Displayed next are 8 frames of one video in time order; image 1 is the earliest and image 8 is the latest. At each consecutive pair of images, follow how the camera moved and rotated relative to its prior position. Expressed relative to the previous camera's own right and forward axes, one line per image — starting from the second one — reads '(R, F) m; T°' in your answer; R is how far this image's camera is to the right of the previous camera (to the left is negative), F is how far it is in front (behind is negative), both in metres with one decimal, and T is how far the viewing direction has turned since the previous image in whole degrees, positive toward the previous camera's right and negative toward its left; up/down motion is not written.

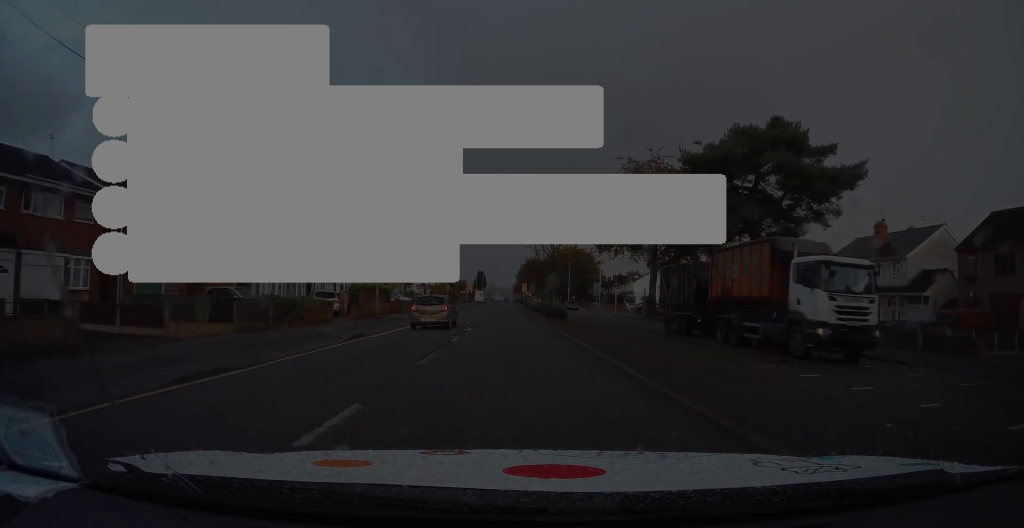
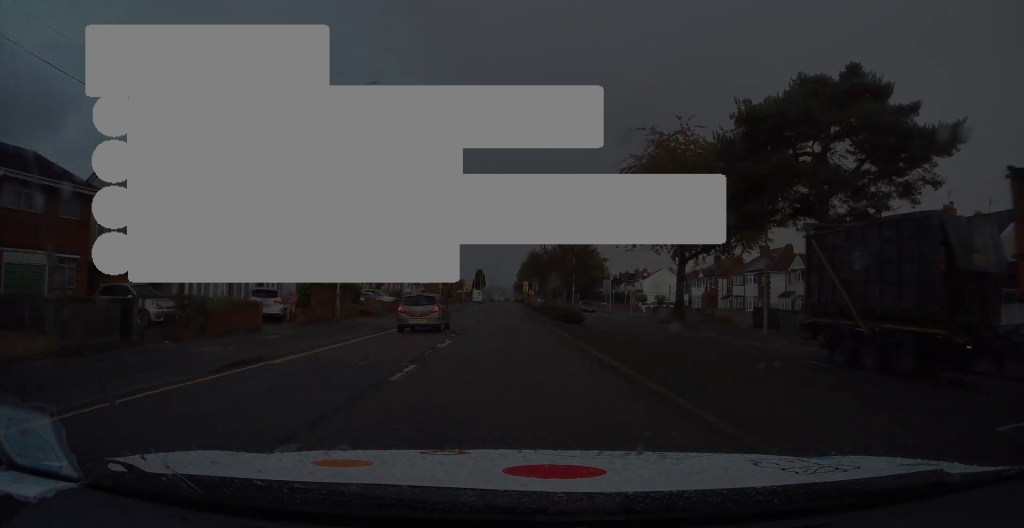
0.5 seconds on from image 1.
(0.0, +8.1) m; 0°
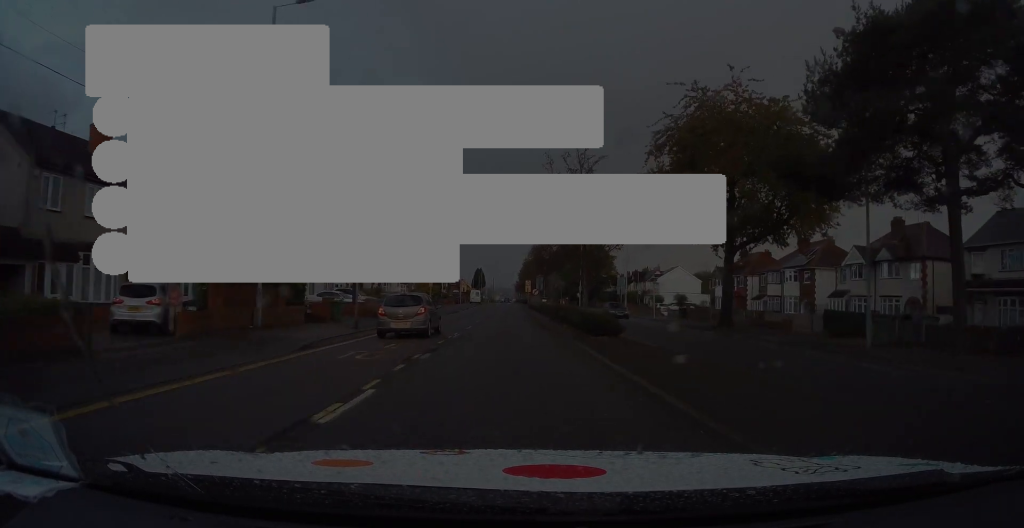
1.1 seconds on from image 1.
(0.0, +9.2) m; 0°
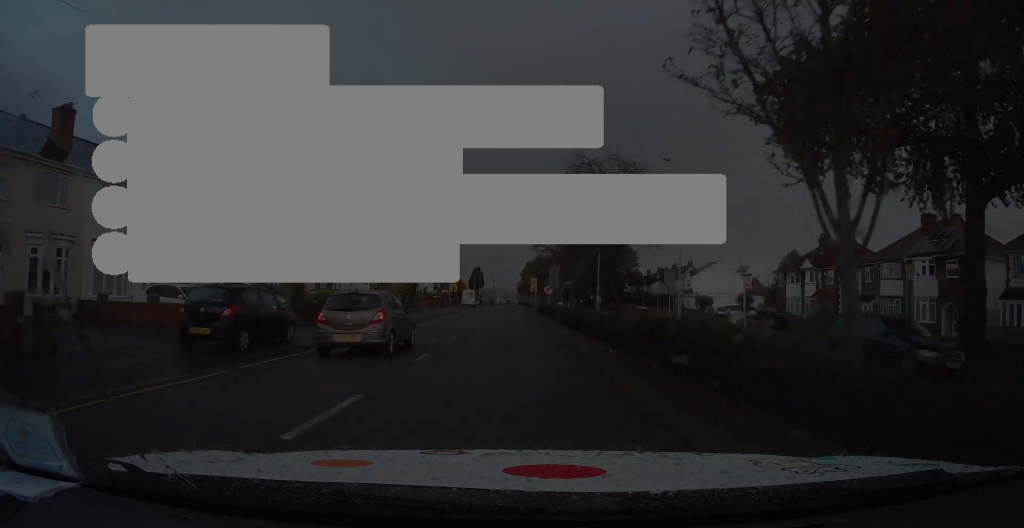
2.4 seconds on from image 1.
(0.0, +18.8) m; +1°
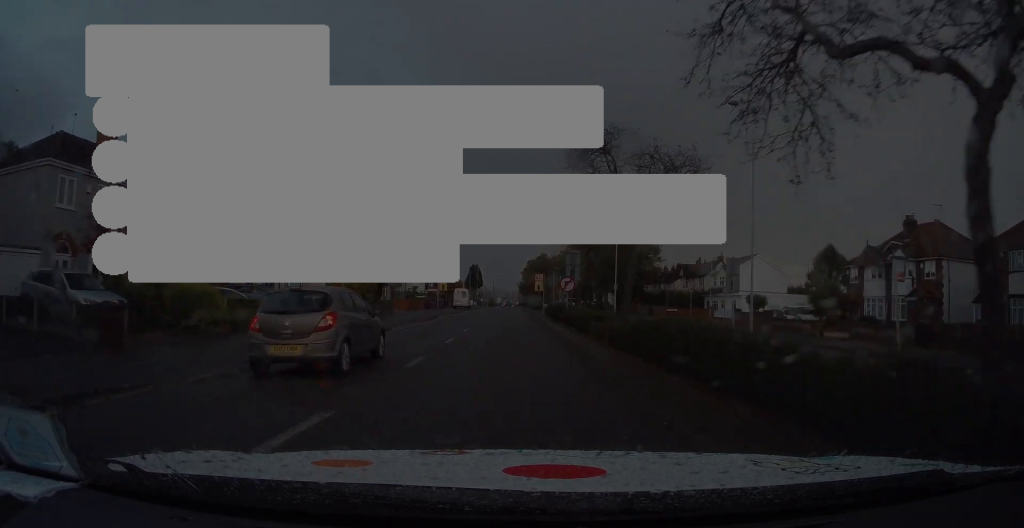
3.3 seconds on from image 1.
(+0.2, +12.3) m; 0°
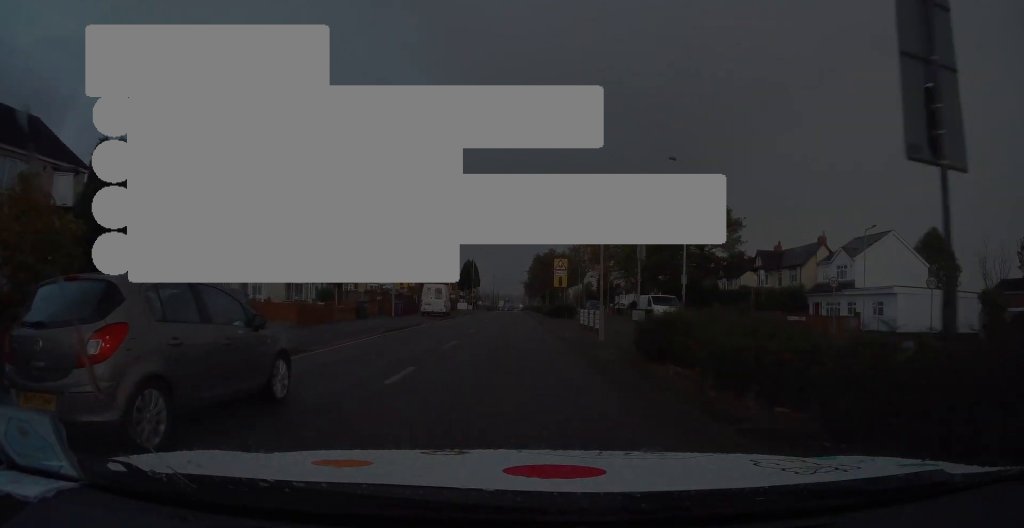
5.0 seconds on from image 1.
(-0.2, +25.3) m; 0°
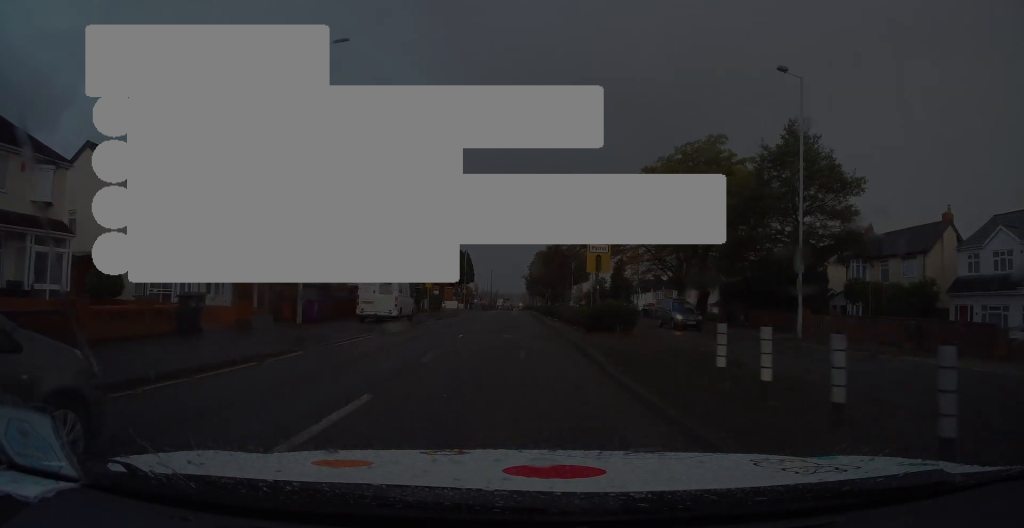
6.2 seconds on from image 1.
(0.0, +17.2) m; 0°
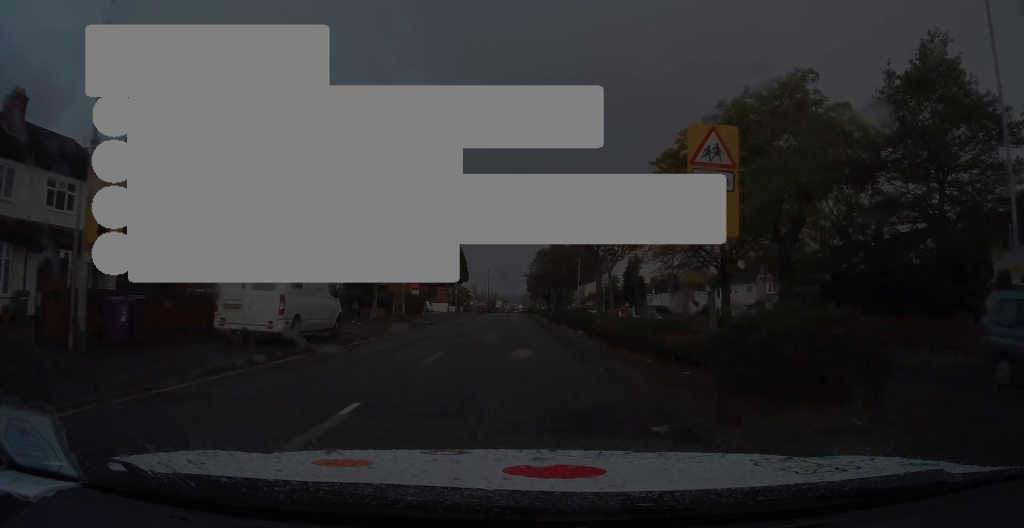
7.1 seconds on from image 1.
(-0.1, +12.4) m; -1°
